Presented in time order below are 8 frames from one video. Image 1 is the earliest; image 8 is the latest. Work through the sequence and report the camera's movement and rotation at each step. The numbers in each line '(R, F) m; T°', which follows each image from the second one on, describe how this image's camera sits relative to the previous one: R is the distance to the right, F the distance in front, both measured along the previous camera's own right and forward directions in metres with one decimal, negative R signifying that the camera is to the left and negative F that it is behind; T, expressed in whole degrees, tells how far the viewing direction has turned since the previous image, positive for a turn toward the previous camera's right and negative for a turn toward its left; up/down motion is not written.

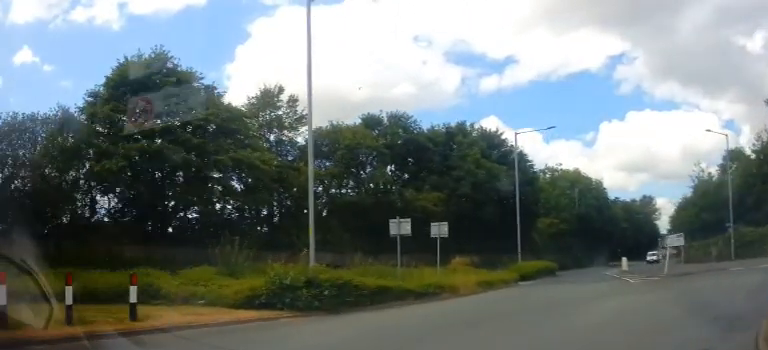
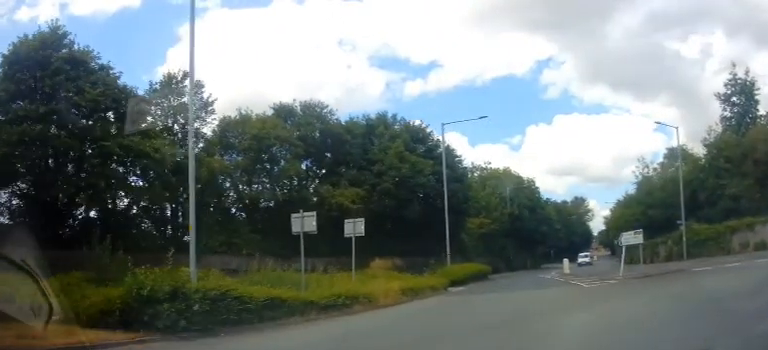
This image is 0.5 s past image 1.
(+0.4, +3.0) m; +10°
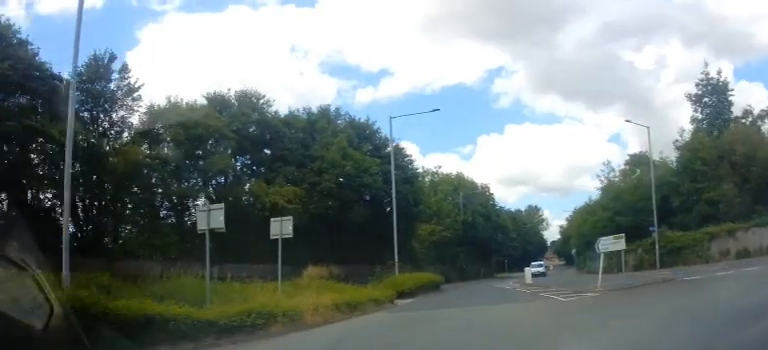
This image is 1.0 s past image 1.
(+0.2, +2.8) m; +7°
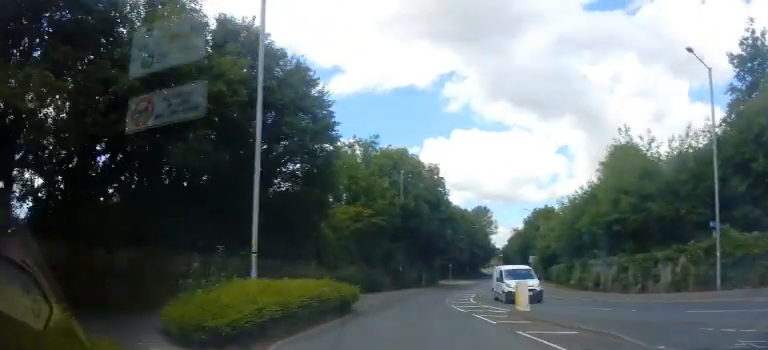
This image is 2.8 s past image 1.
(+1.4, +13.1) m; +7°
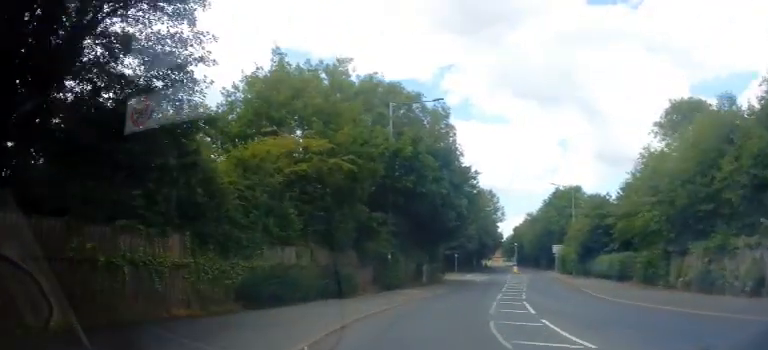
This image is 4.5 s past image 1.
(+0.2, +14.9) m; +1°
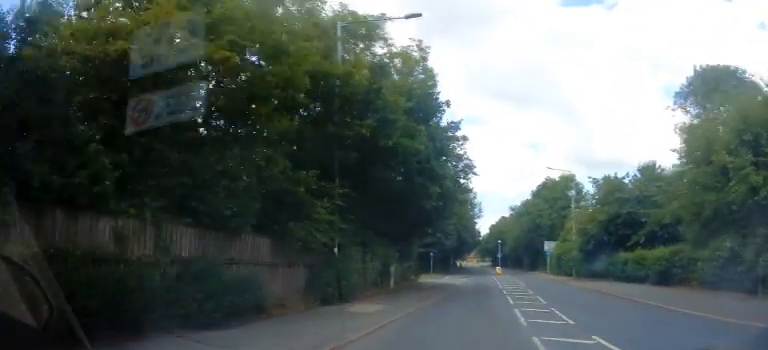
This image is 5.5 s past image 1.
(0.0, +9.1) m; +2°
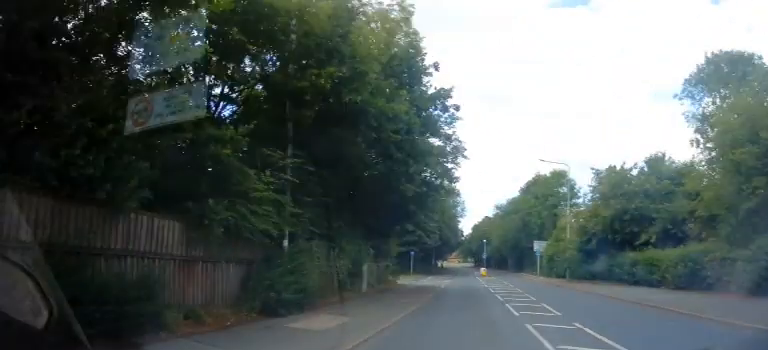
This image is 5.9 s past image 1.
(-0.1, +4.0) m; +1°
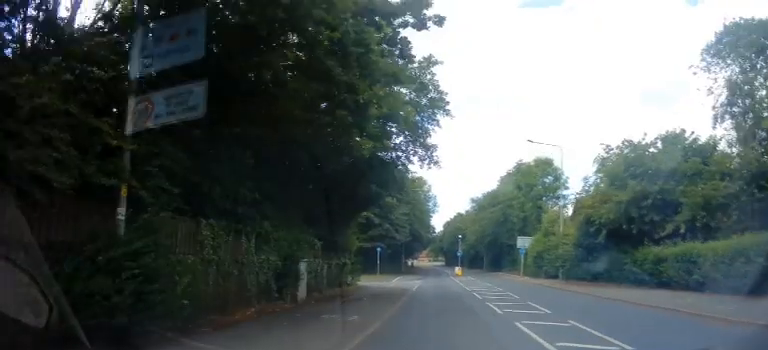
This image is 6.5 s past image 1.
(+0.2, +5.9) m; +4°
